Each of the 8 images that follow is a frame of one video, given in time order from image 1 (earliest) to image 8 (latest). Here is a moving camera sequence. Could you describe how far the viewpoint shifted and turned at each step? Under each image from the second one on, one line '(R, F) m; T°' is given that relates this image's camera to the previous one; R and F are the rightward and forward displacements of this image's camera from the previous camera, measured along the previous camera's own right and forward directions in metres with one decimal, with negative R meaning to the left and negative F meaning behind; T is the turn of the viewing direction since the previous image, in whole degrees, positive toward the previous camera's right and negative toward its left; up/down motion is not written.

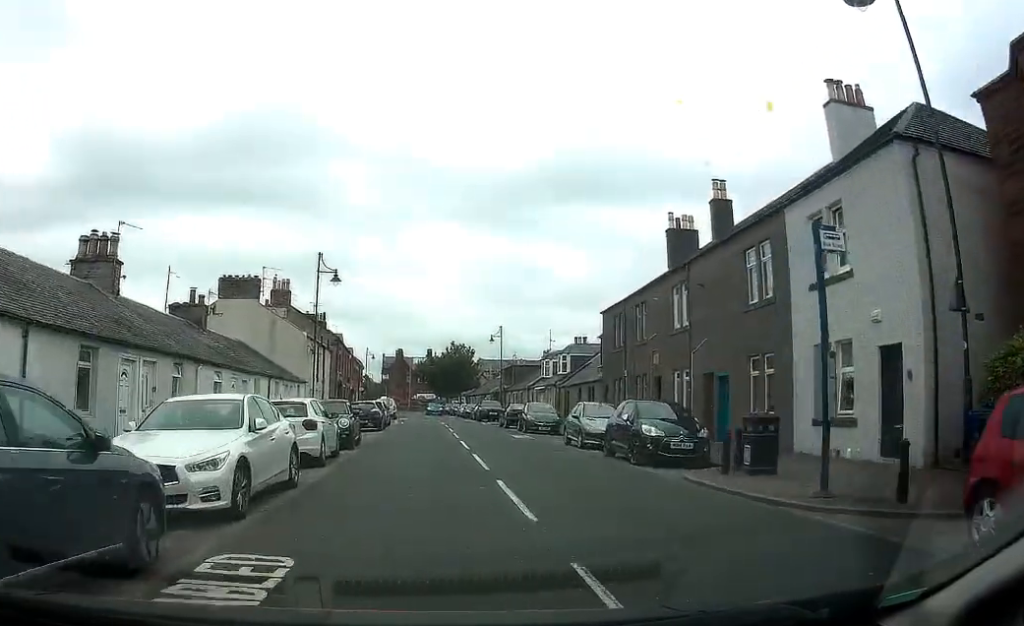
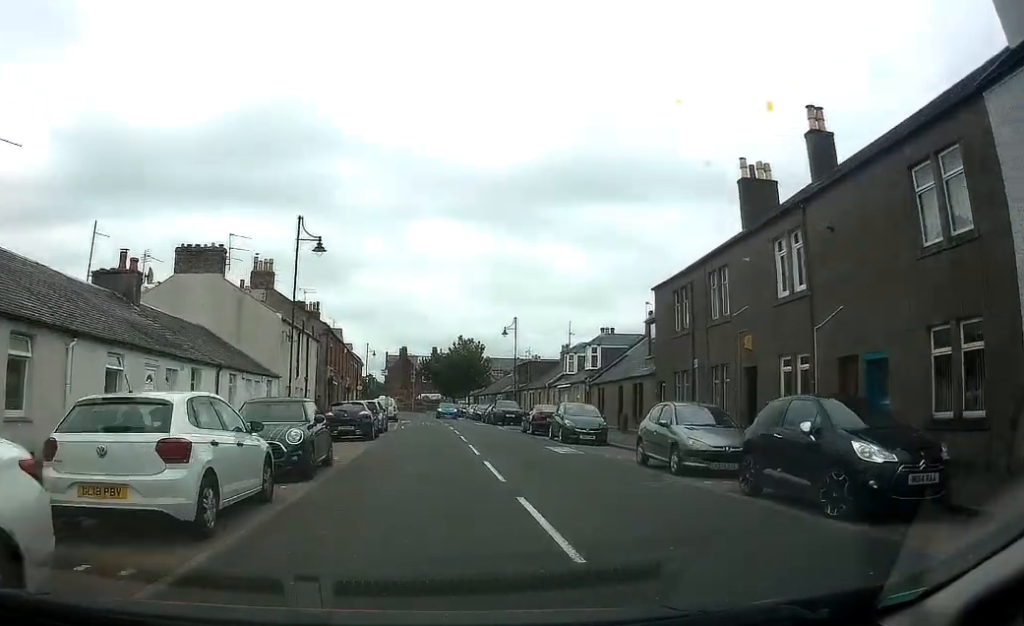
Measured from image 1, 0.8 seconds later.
(+0.2, +8.2) m; 0°
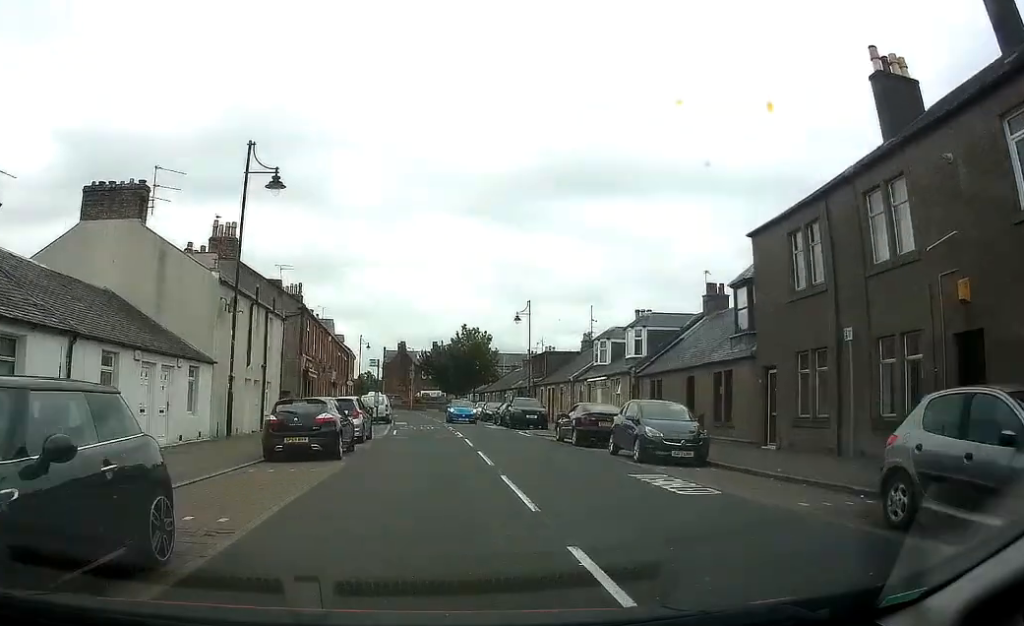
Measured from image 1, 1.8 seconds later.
(-0.2, +9.8) m; -2°
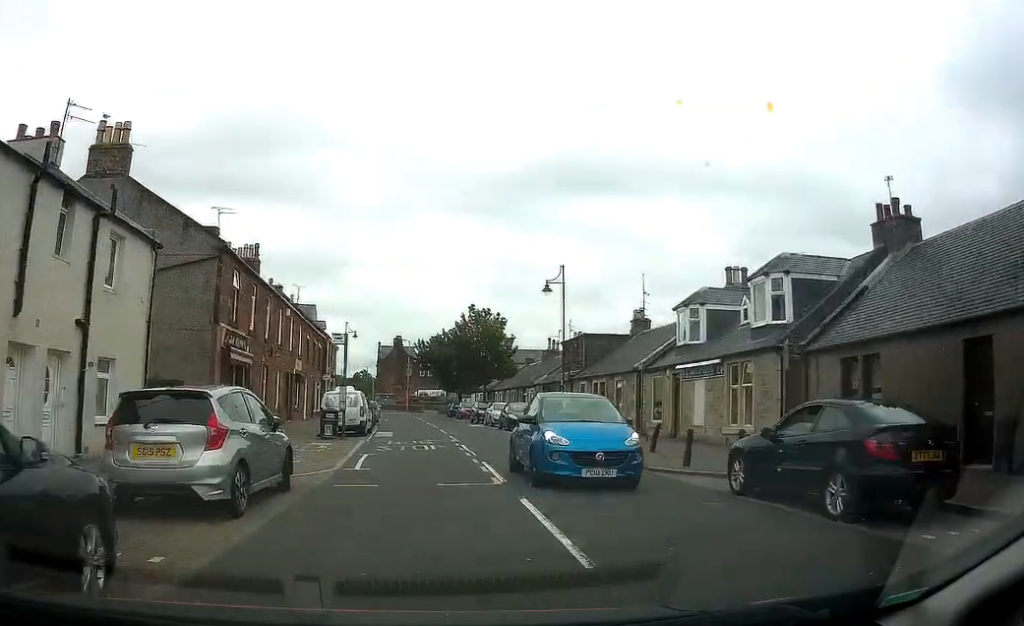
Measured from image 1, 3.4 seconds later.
(-0.4, +15.6) m; -1°
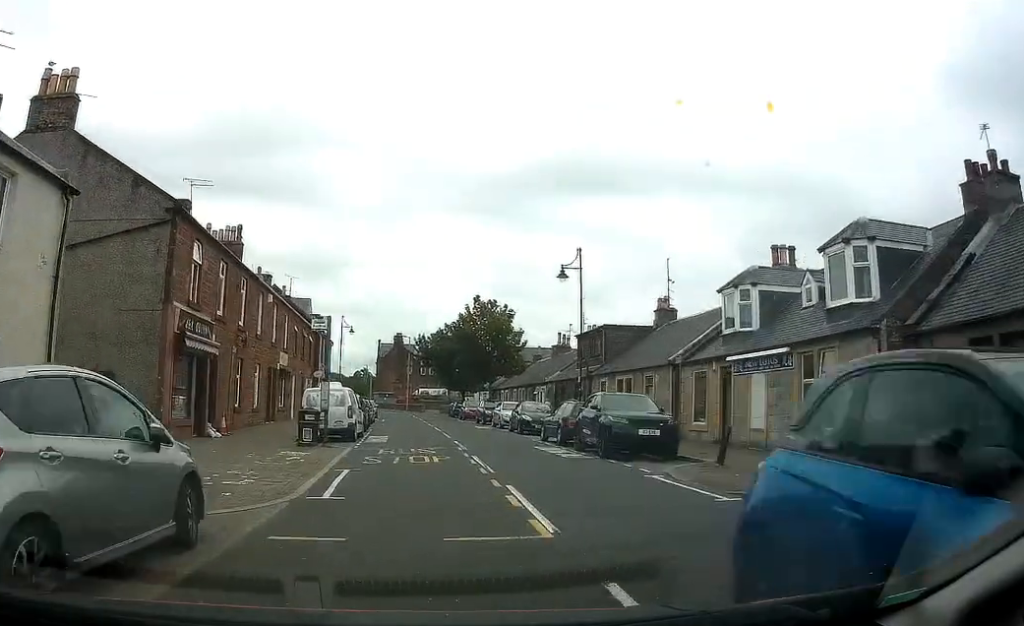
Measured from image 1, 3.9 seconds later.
(+0.1, +4.8) m; 0°
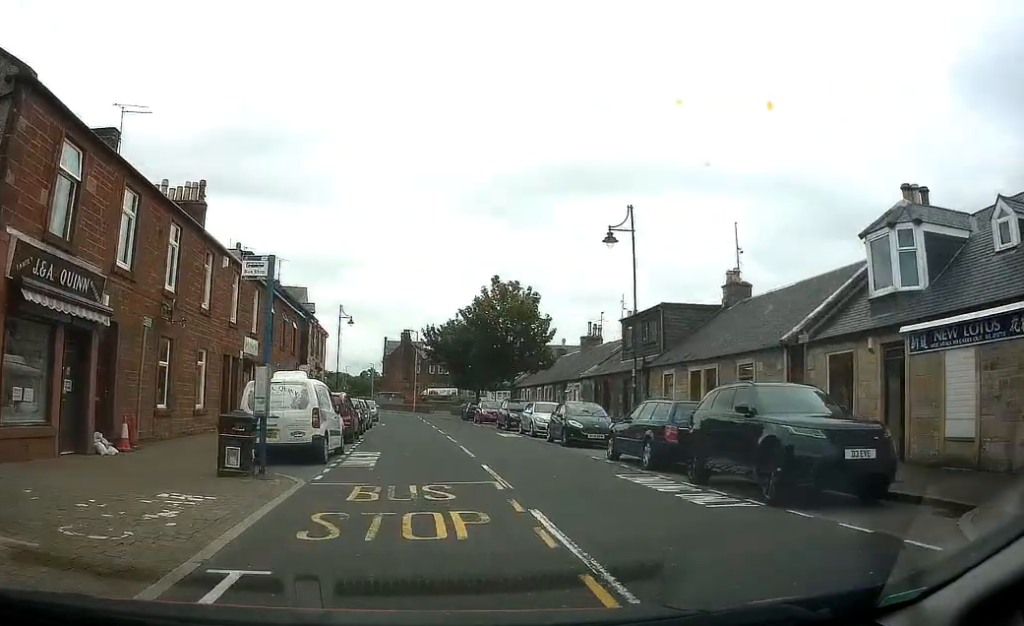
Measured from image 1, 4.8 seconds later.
(-0.1, +8.9) m; -3°
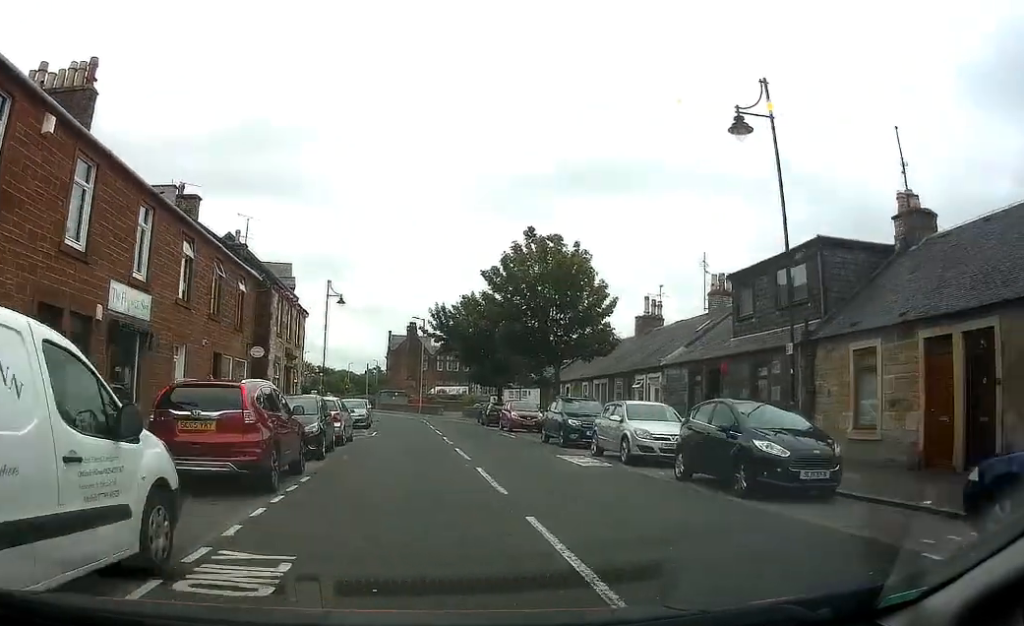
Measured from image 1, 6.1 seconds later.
(-0.7, +12.5) m; -2°
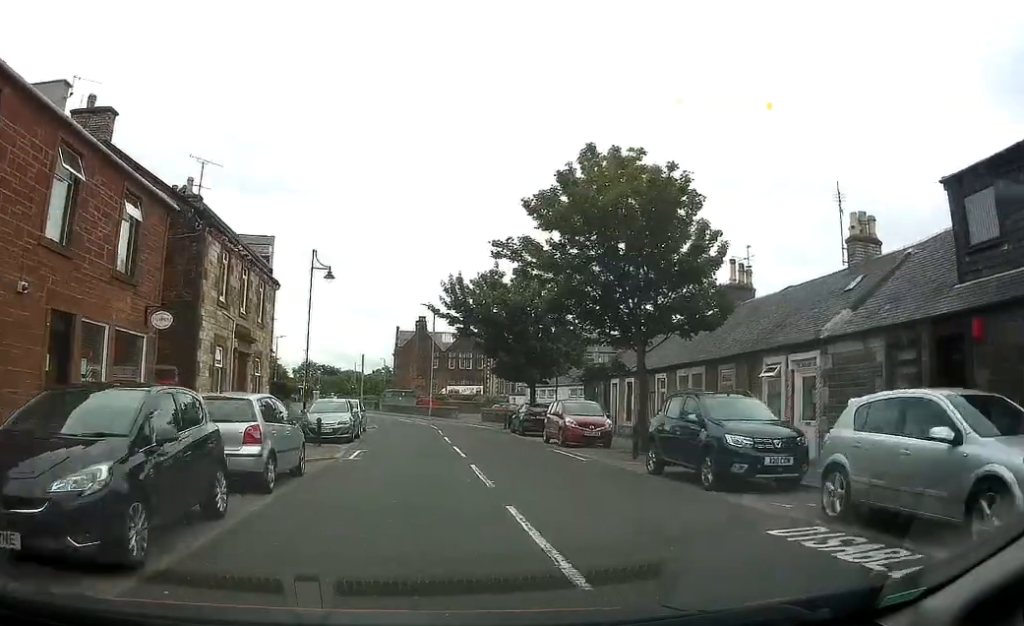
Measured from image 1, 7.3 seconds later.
(+0.4, +11.1) m; +1°
